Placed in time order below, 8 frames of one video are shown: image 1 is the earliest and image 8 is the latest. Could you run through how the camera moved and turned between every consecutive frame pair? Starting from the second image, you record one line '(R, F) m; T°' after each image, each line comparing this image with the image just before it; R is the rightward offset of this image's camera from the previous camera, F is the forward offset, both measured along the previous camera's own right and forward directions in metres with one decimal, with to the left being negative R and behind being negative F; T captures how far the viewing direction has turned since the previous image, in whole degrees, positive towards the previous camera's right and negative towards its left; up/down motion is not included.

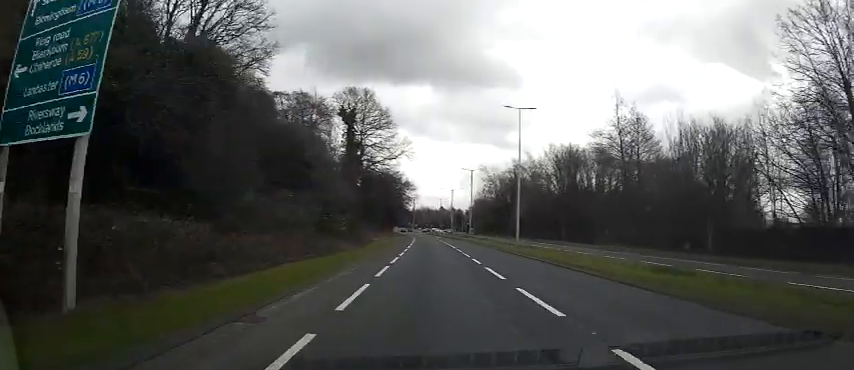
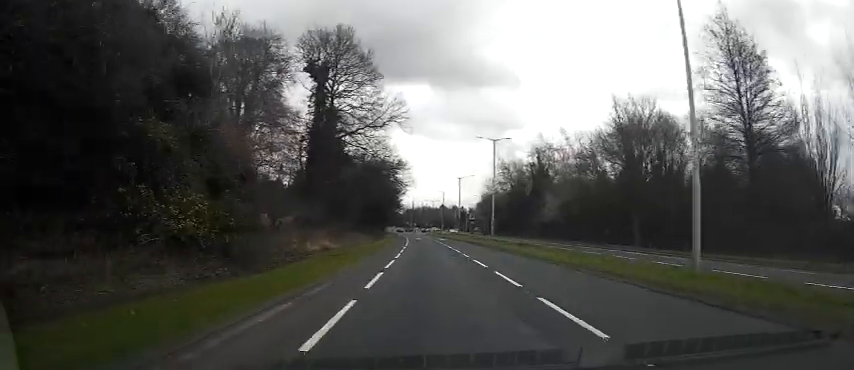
(+0.1, +25.1) m; 0°
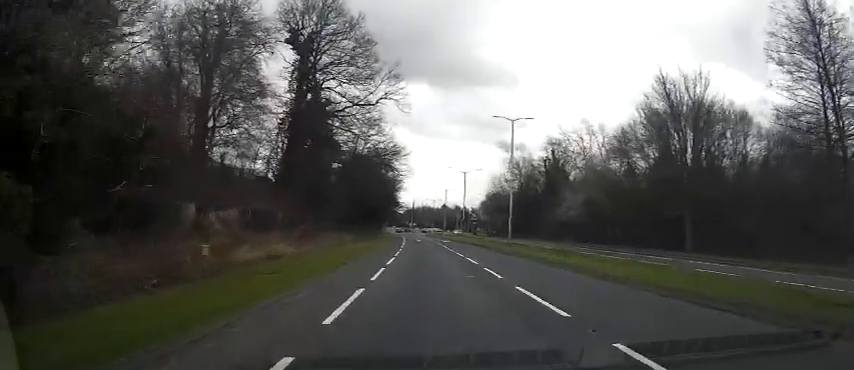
(-0.2, +10.1) m; -1°
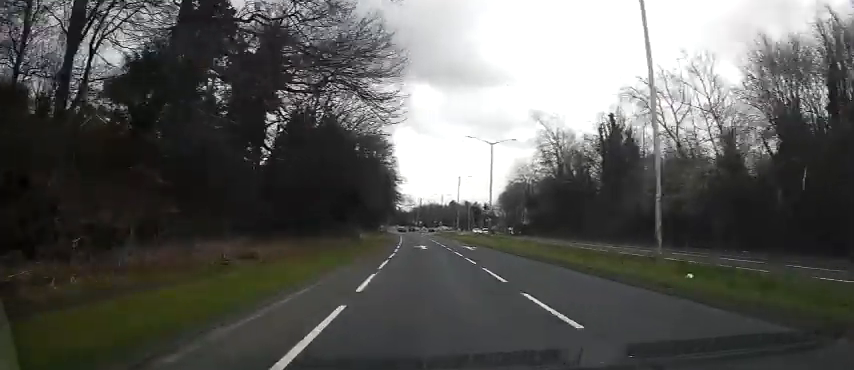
(-0.1, +25.5) m; 0°
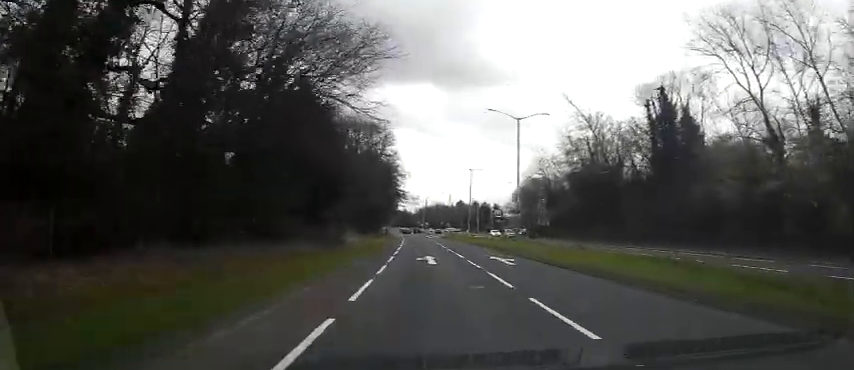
(0.0, +12.8) m; 0°
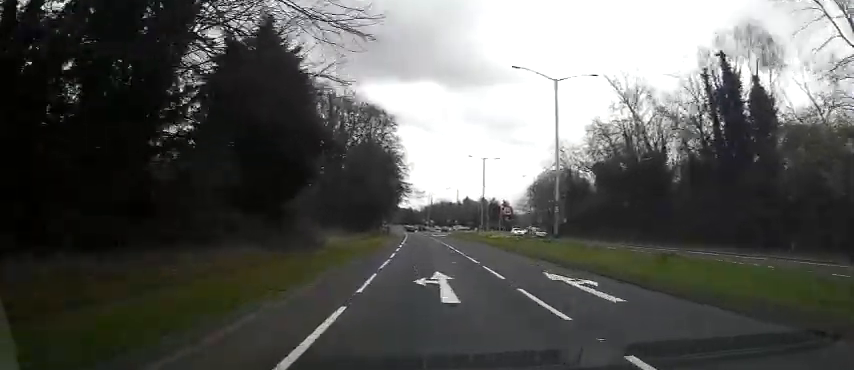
(0.0, +10.2) m; 0°
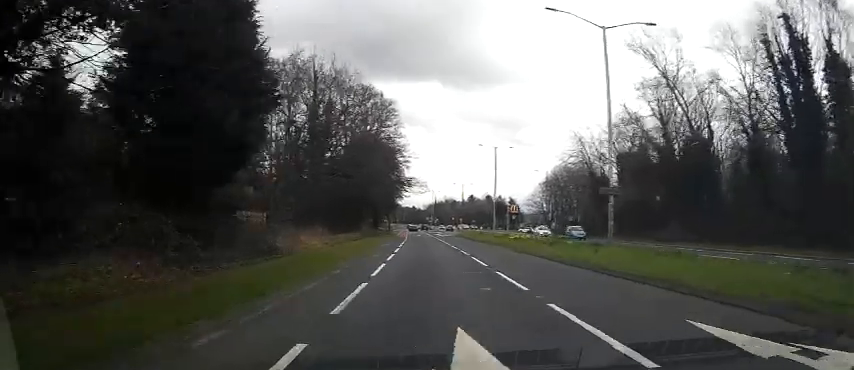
(0.0, +8.8) m; -1°
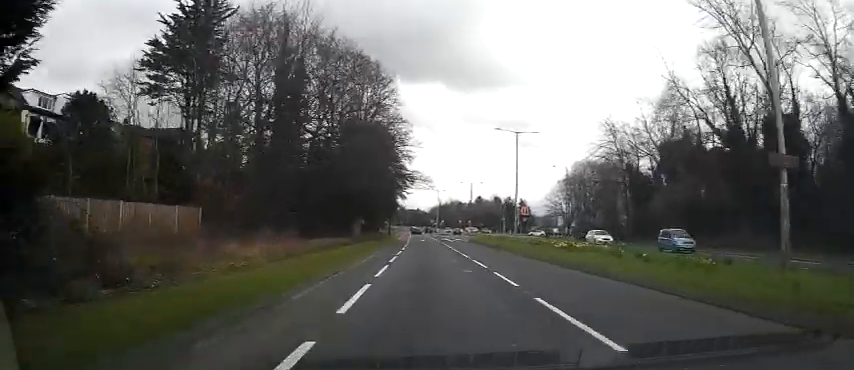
(-0.2, +10.9) m; -2°
